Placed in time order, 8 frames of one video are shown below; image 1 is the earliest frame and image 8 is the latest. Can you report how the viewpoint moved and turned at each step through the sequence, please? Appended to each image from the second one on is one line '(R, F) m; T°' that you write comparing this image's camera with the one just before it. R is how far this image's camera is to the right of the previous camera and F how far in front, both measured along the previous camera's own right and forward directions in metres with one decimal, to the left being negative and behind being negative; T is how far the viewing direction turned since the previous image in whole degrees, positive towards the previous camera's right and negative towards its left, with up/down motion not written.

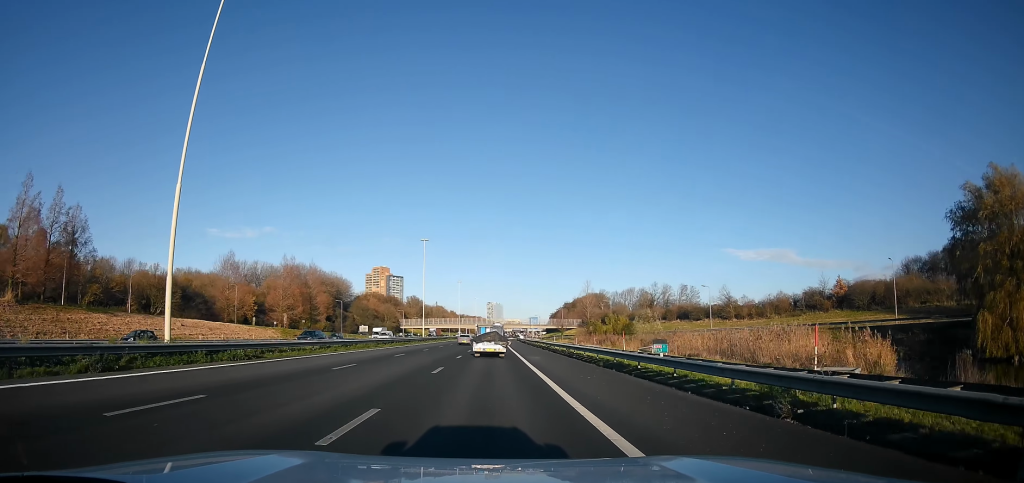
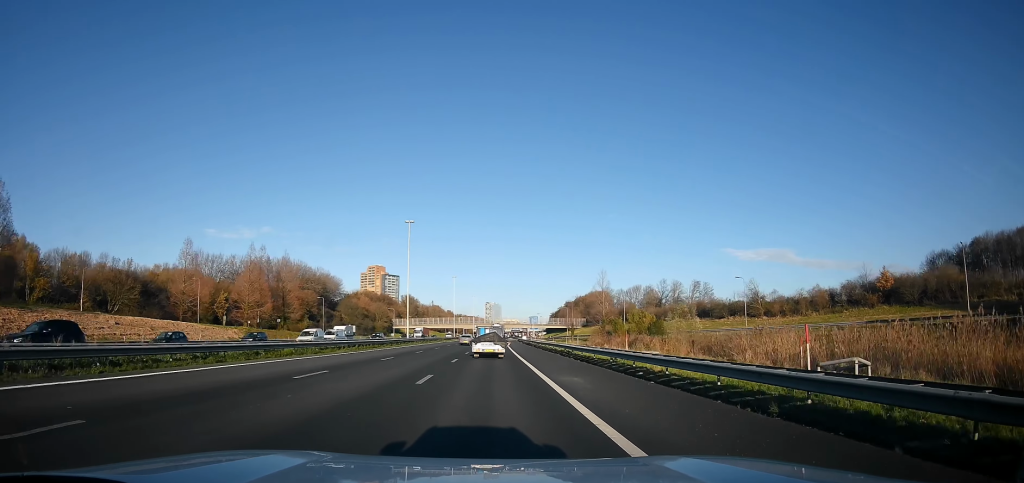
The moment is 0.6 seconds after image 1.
(0.0, +14.9) m; 0°
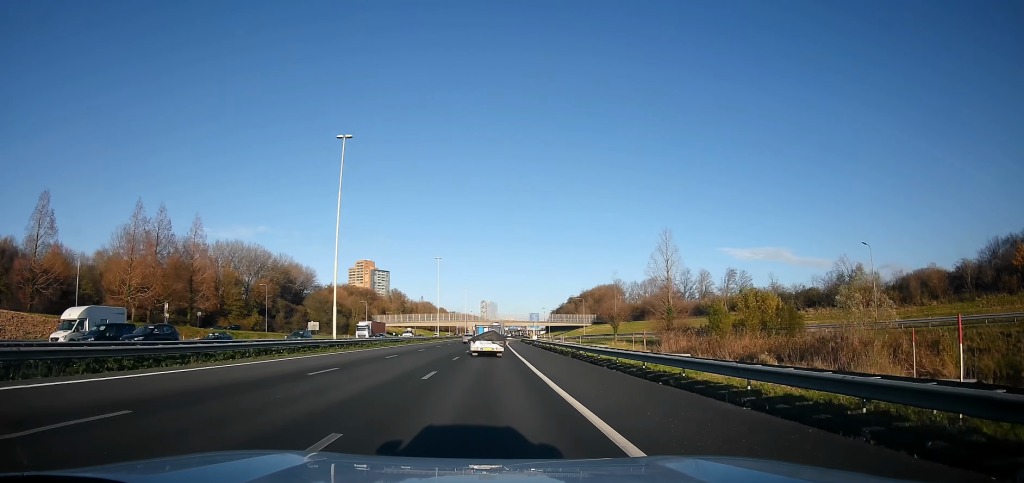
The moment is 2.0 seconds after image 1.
(-0.1, +33.3) m; 0°
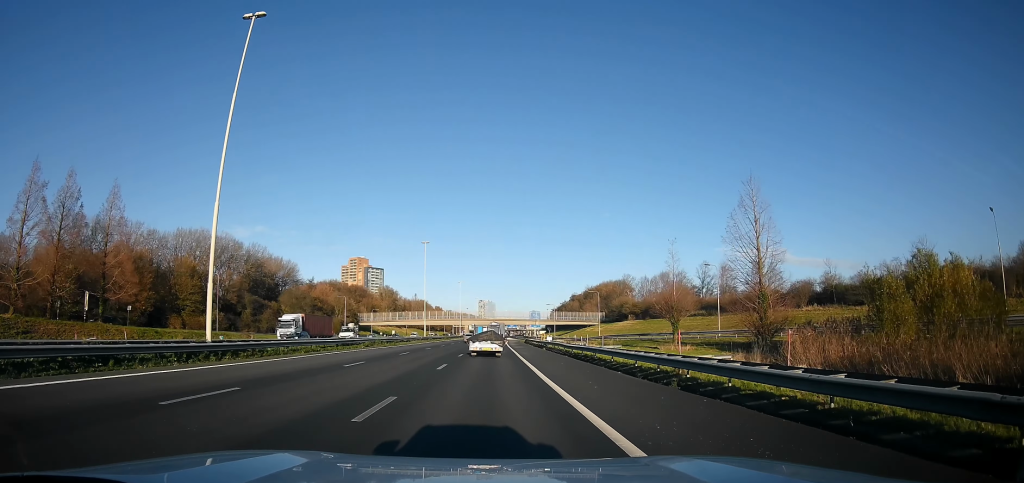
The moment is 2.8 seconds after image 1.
(0.0, +19.1) m; 0°
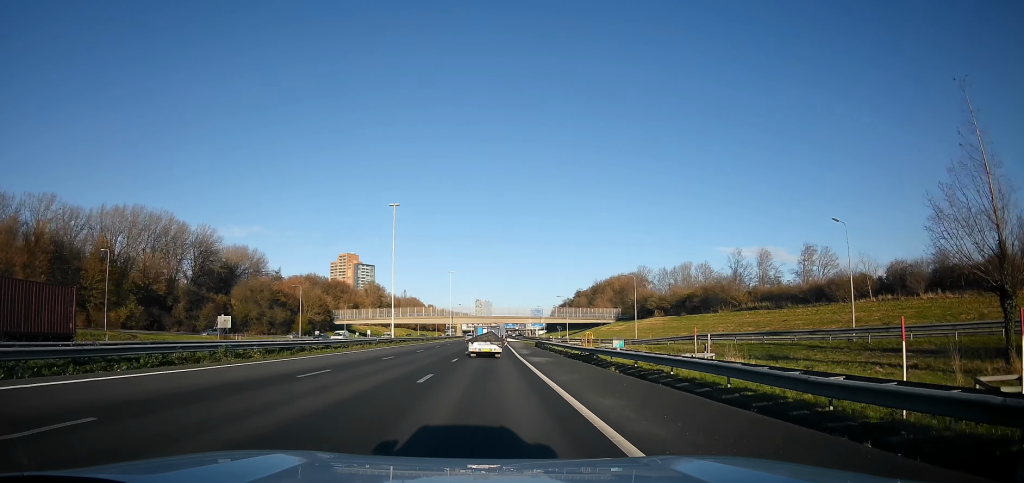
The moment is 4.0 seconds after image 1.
(0.0, +27.7) m; -1°
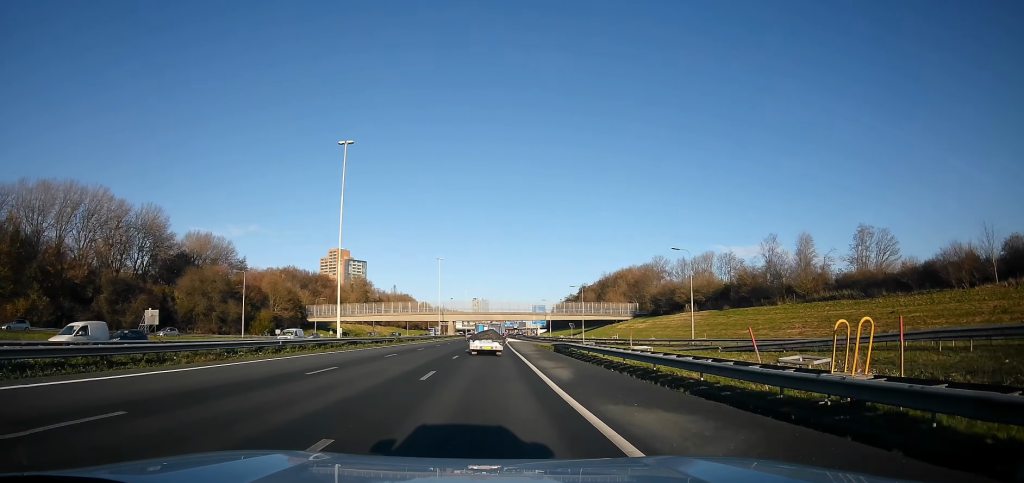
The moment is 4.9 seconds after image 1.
(-0.4, +22.3) m; 0°
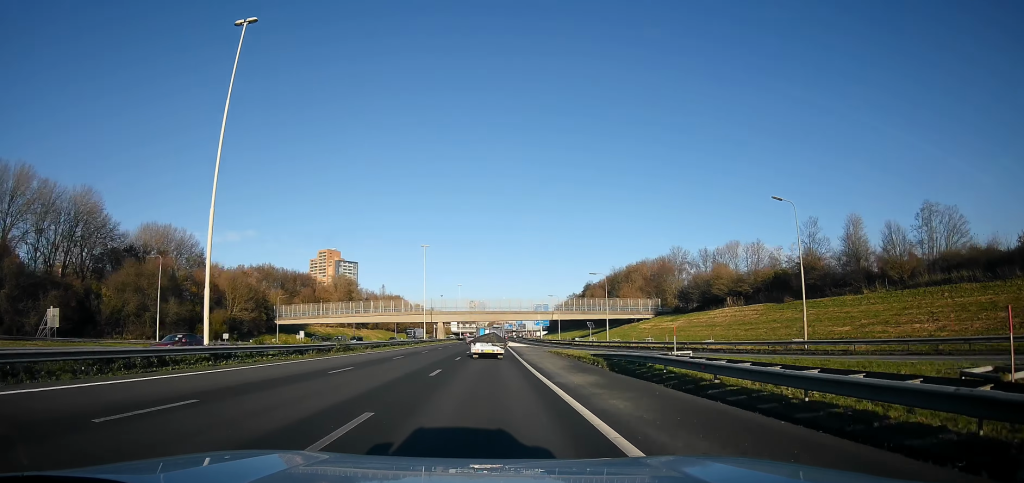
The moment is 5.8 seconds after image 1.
(+0.3, +20.9) m; +1°
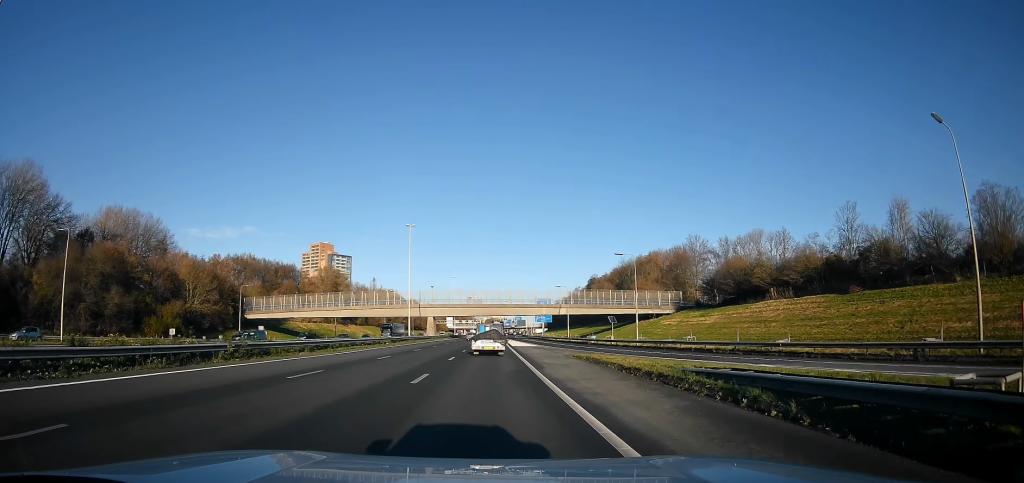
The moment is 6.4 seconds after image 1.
(+0.8, +15.3) m; 0°
